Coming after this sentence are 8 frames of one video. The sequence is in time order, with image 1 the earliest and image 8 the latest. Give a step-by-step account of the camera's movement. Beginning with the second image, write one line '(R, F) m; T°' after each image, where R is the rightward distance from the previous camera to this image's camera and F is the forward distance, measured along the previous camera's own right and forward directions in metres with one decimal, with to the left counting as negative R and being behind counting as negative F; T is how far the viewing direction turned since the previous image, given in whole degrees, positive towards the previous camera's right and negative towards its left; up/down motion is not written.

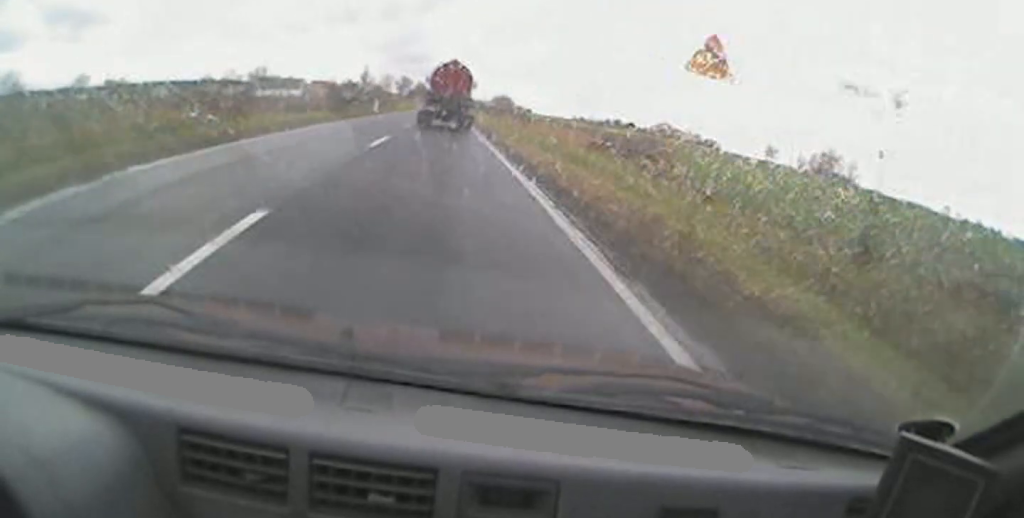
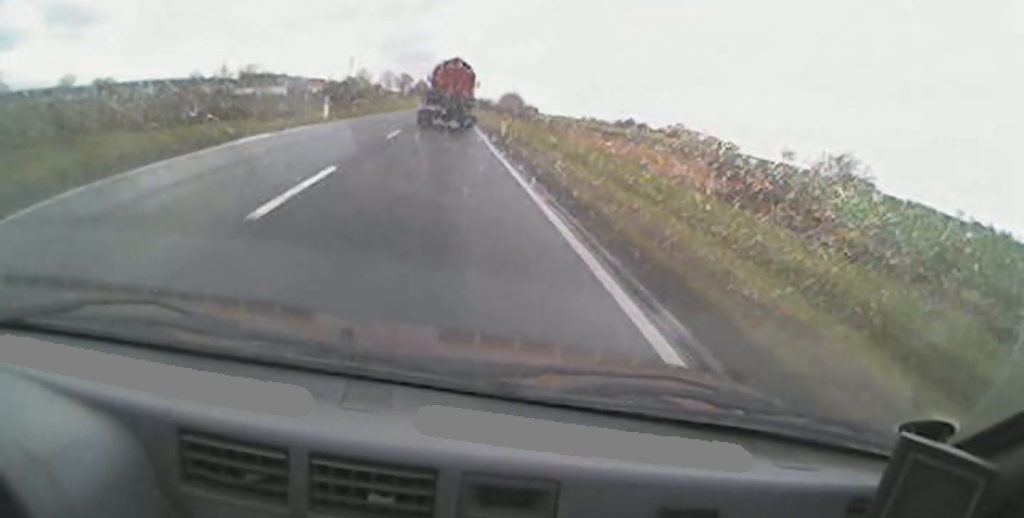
(0.0, +18.8) m; +1°
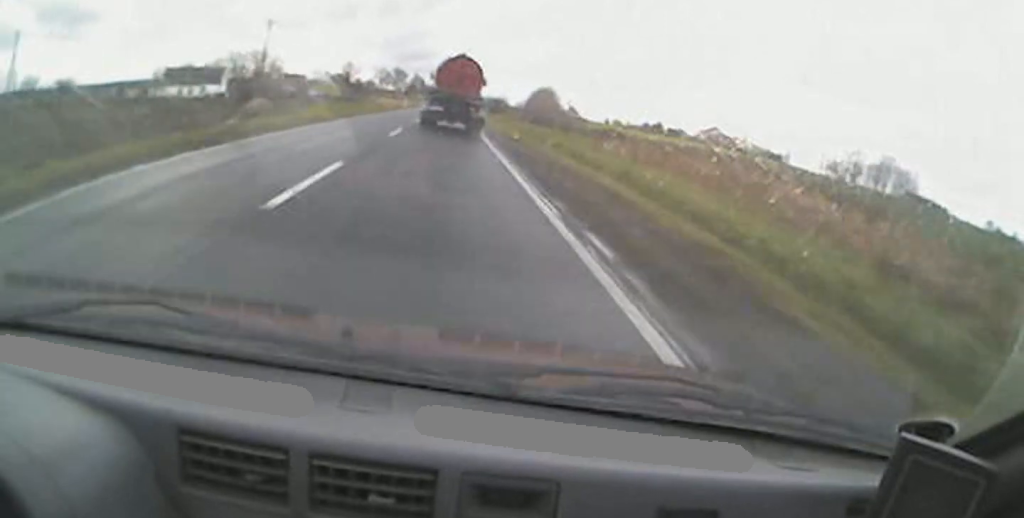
(0.0, +56.9) m; -2°
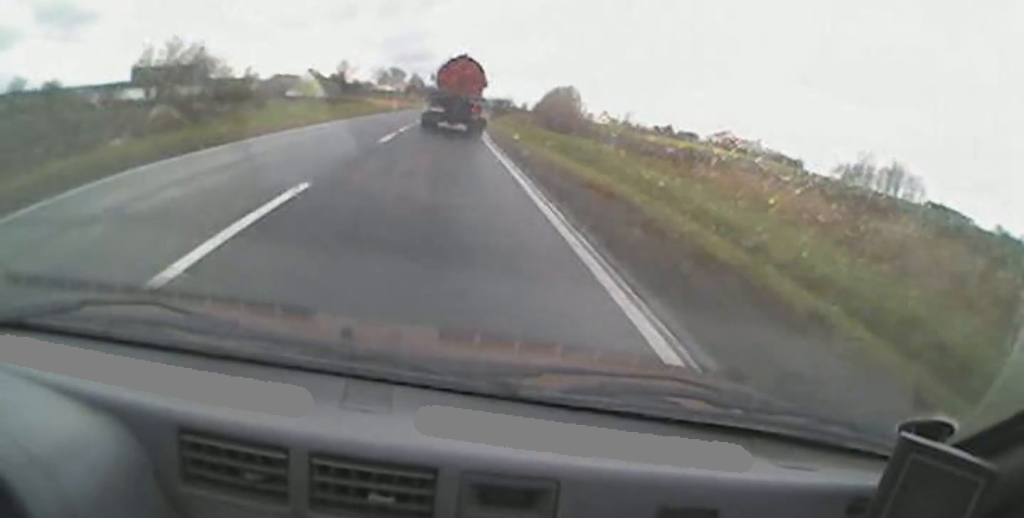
(-0.3, +18.5) m; -1°
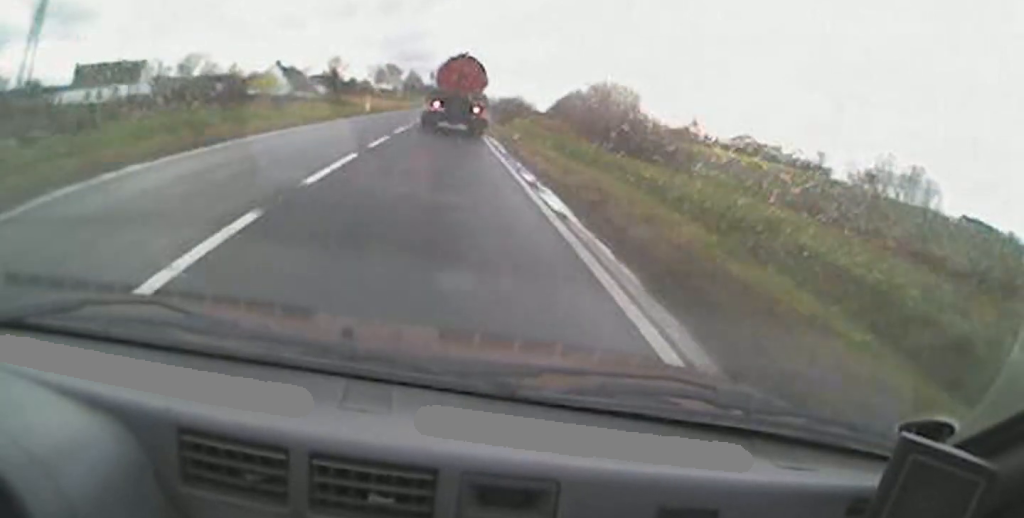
(-0.2, +29.2) m; 0°
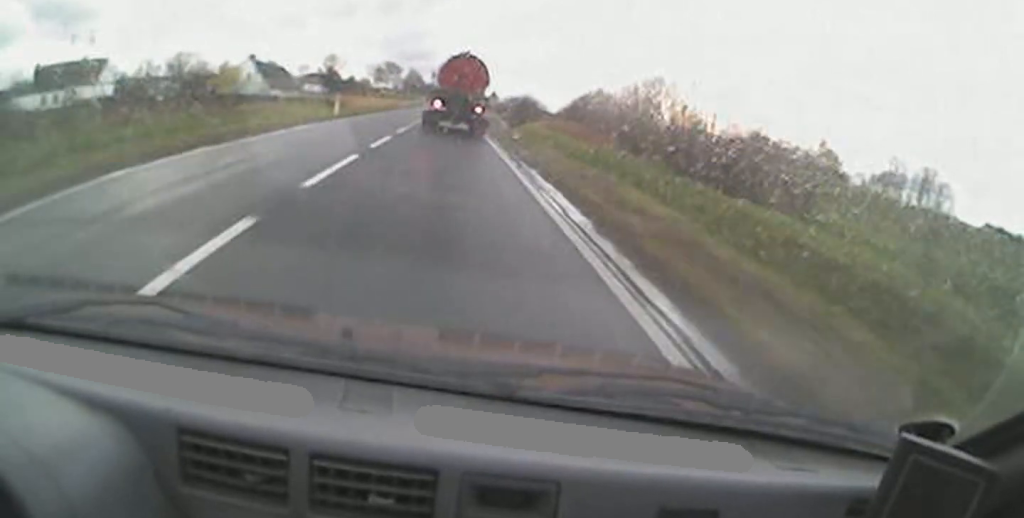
(+0.1, +14.8) m; 0°
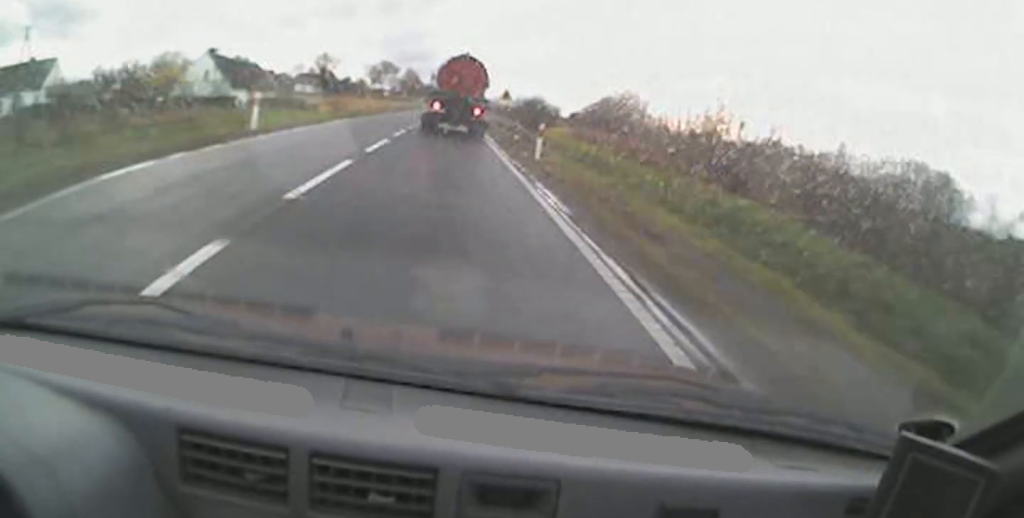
(+0.1, +14.8) m; +1°
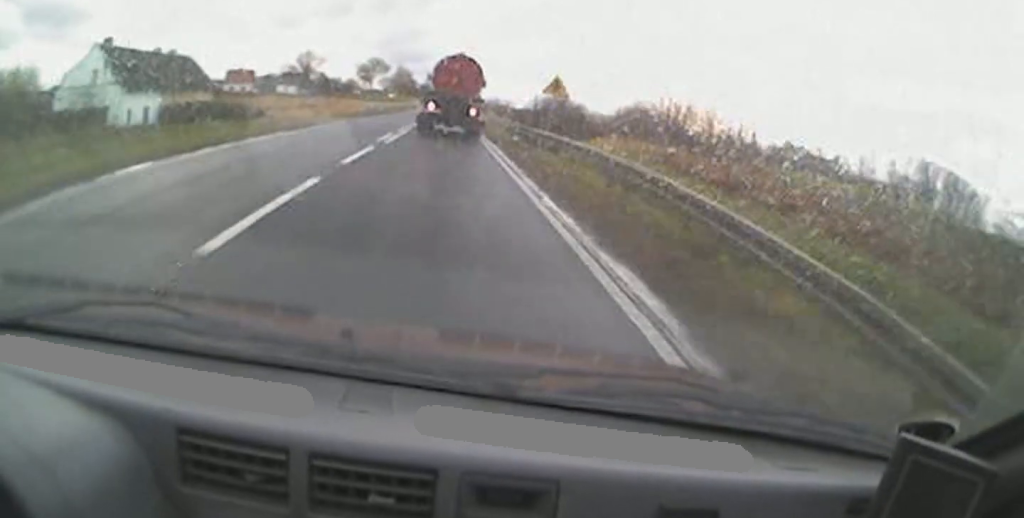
(+0.2, +24.6) m; 0°
